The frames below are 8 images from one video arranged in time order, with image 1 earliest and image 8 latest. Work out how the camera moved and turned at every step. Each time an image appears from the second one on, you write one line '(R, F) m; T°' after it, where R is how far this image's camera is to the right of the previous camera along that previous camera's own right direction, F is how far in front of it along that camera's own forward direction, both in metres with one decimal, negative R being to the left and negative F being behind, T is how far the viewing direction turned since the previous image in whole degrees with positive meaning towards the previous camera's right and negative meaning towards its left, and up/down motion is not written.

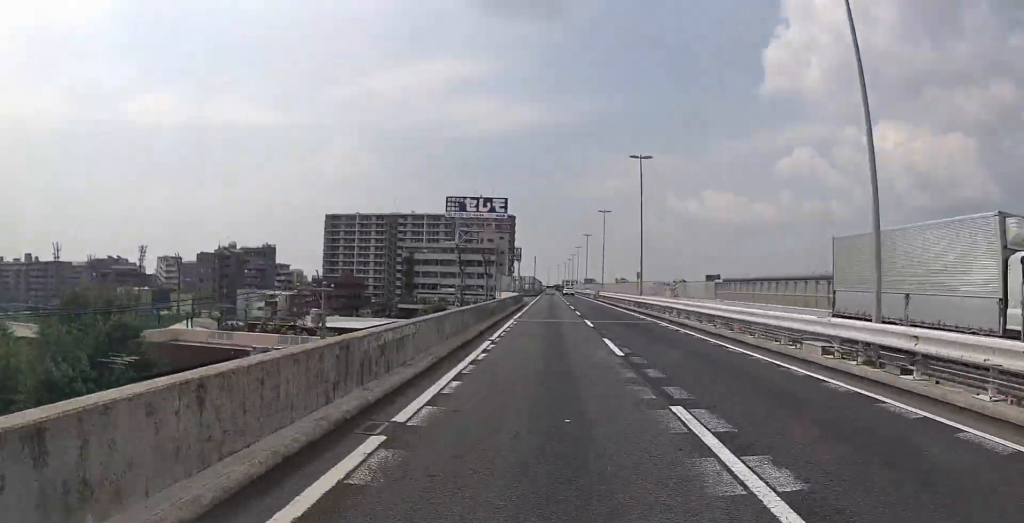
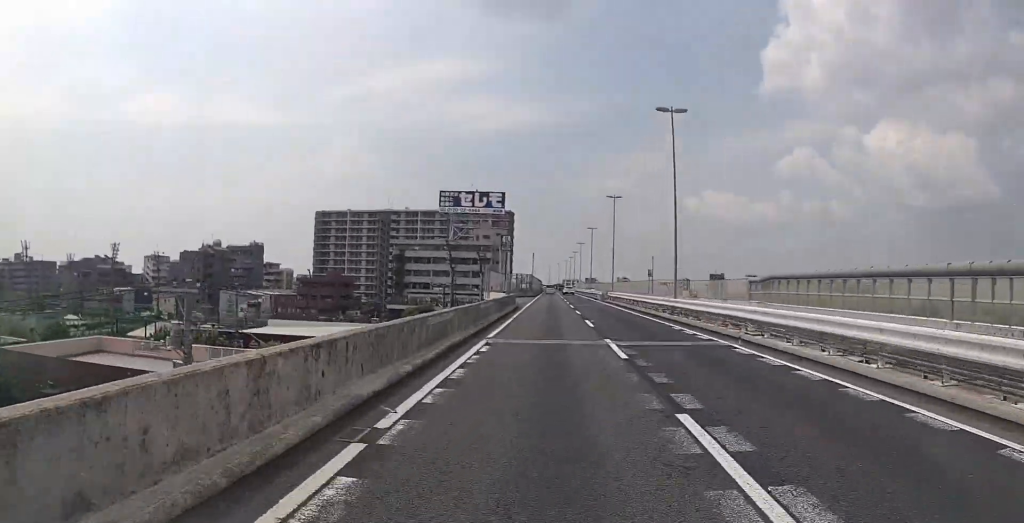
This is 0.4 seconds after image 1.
(0.0, +10.8) m; 0°
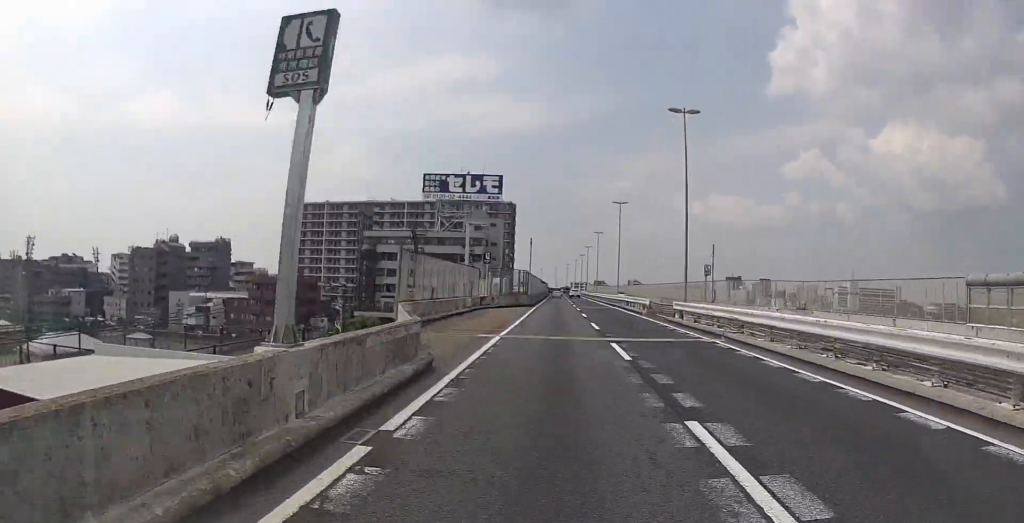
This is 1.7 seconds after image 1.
(0.0, +30.6) m; 0°
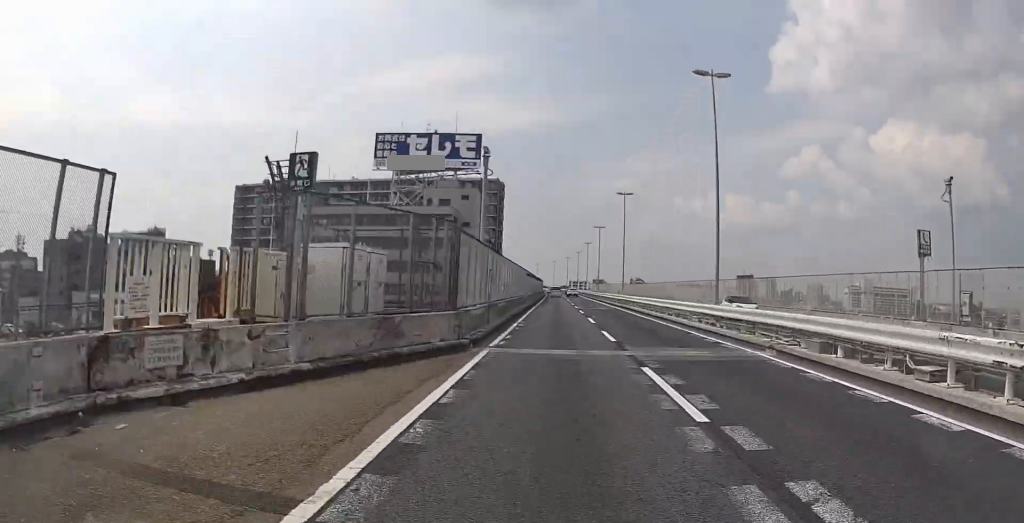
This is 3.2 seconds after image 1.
(-0.6, +37.3) m; 0°
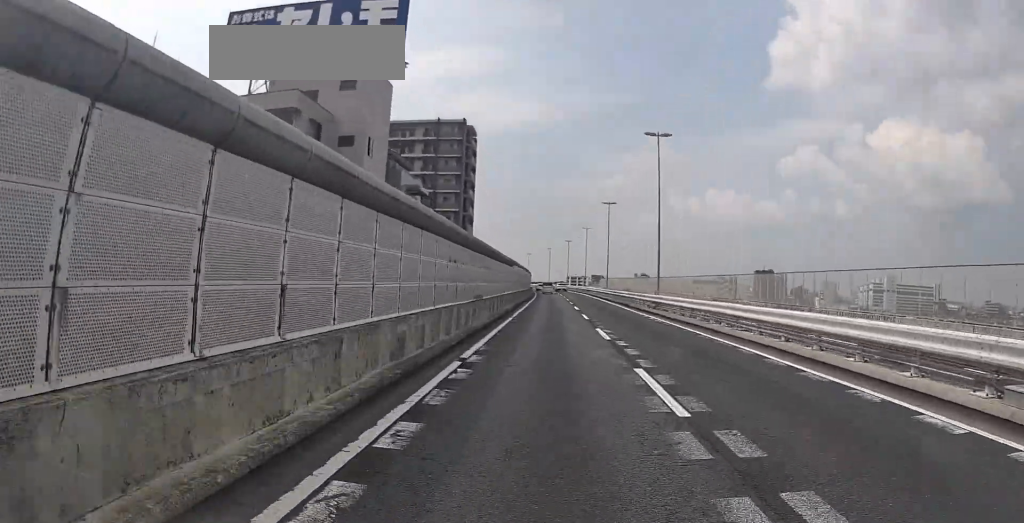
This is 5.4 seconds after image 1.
(+1.3, +51.8) m; 0°
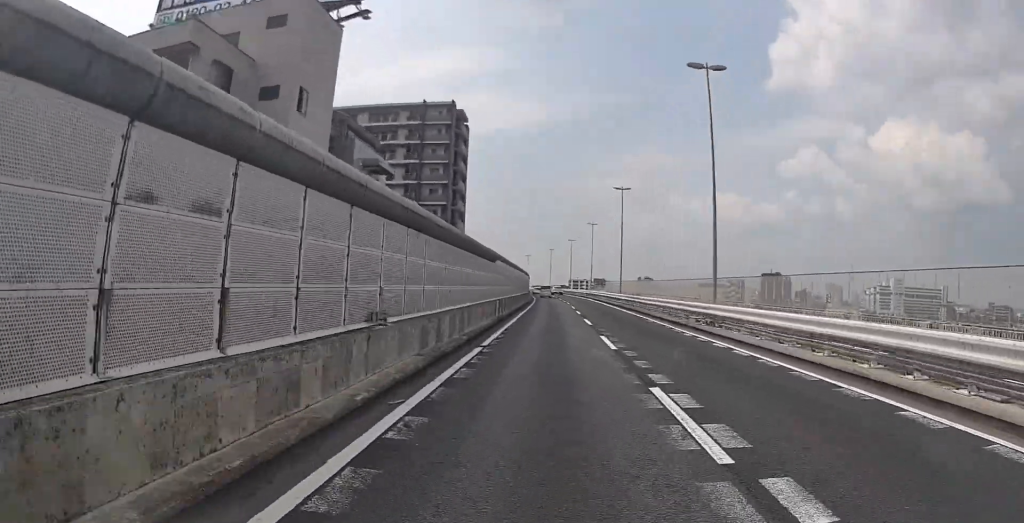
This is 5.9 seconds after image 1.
(-0.2, +12.3) m; 0°
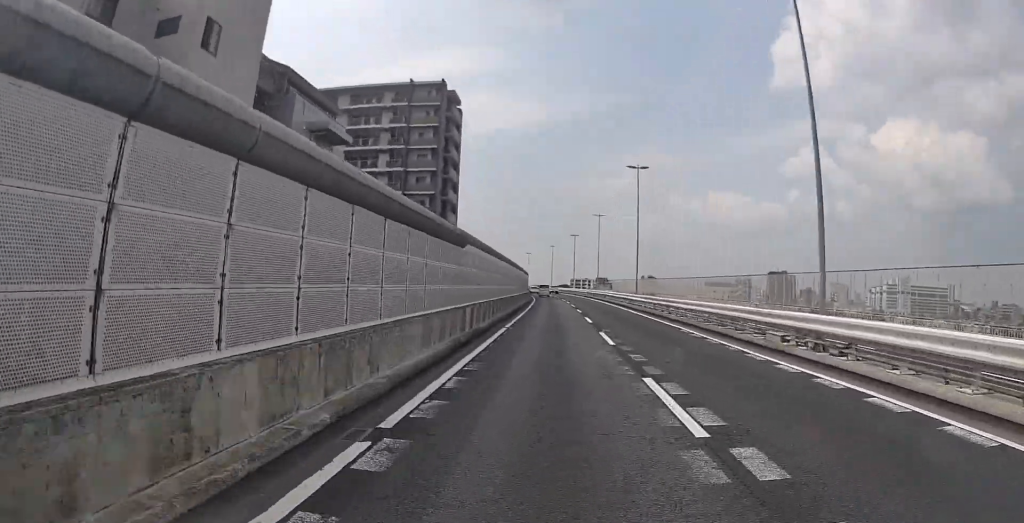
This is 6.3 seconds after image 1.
(0.0, +9.2) m; 0°
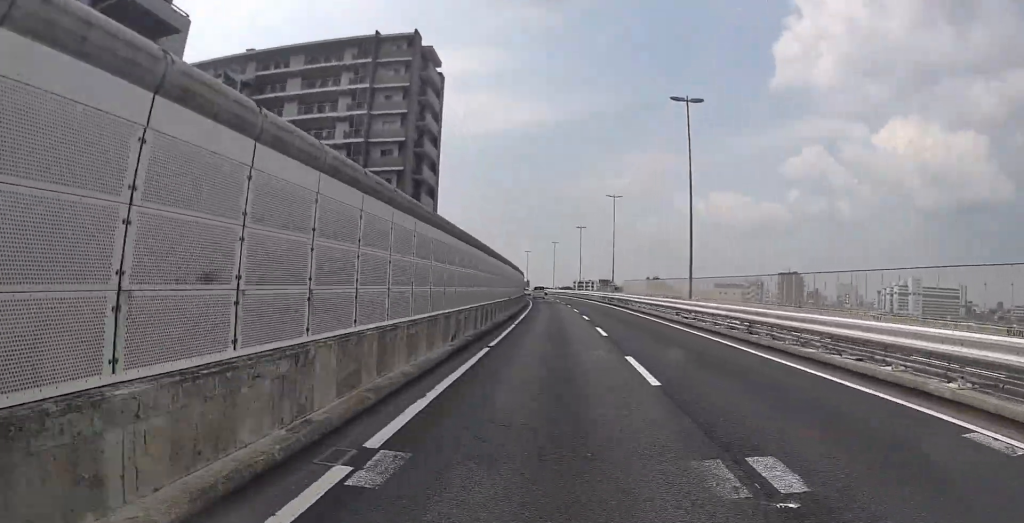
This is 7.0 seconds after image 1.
(+0.1, +16.6) m; 0°
